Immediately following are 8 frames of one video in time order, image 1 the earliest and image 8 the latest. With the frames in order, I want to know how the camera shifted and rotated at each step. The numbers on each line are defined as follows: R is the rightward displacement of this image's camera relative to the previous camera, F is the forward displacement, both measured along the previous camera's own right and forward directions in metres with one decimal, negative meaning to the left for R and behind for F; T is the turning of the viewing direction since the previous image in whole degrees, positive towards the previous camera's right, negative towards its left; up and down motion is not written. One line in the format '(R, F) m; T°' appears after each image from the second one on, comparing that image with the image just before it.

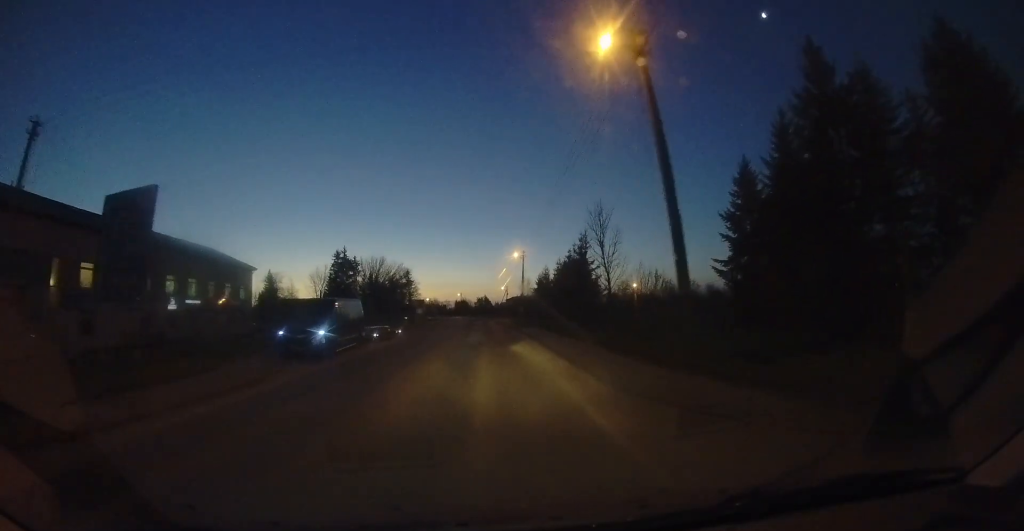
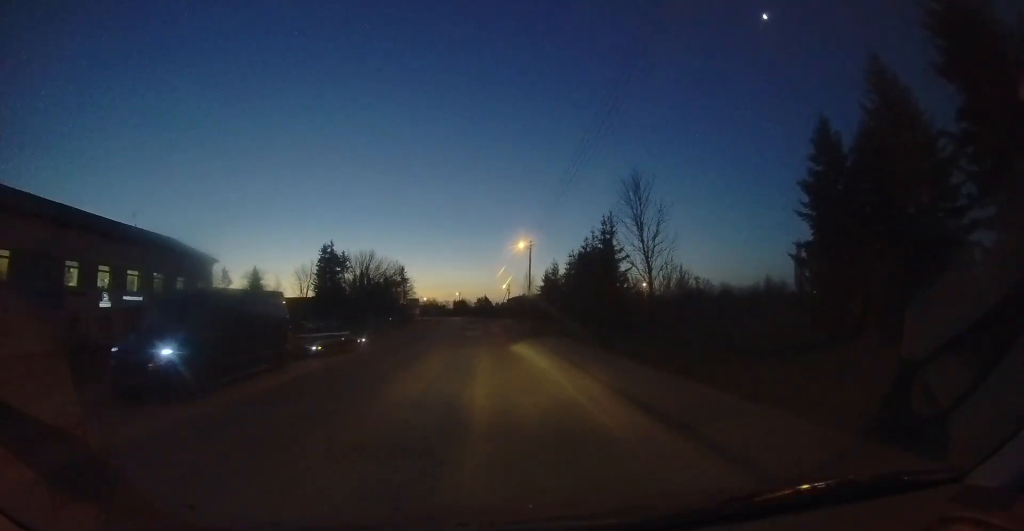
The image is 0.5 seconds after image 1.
(+0.5, +6.9) m; +1°
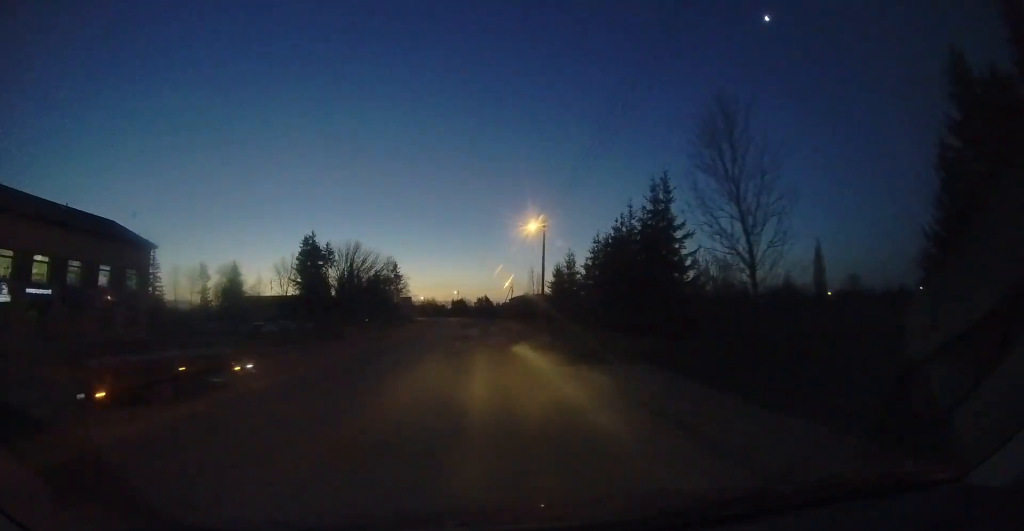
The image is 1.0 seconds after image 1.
(+0.2, +8.7) m; +1°
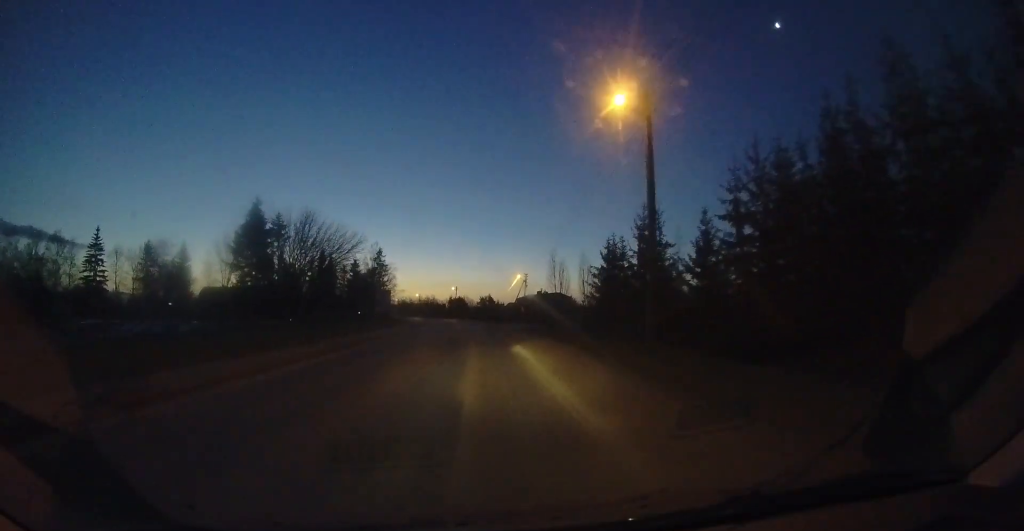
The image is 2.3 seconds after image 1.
(-0.3, +19.0) m; -2°
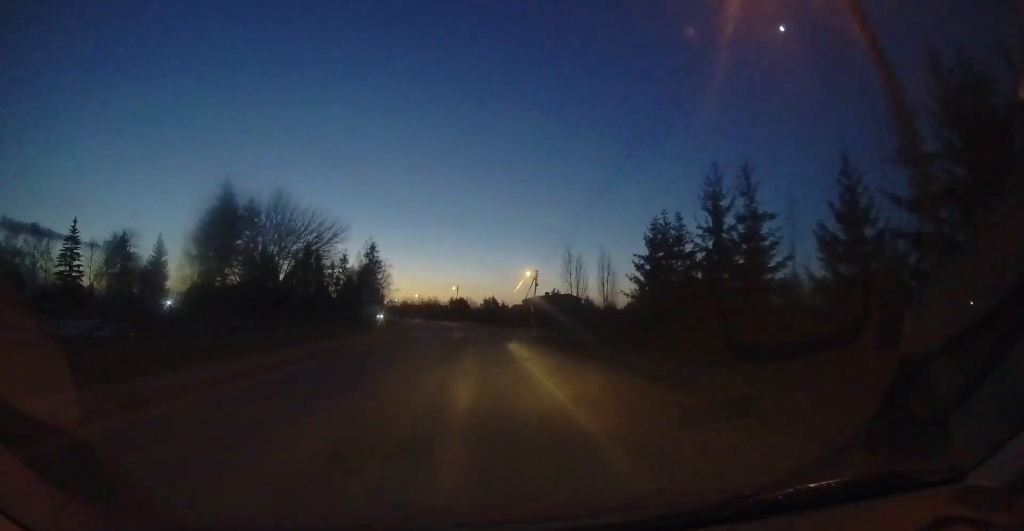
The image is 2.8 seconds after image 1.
(+0.3, +7.9) m; -1°
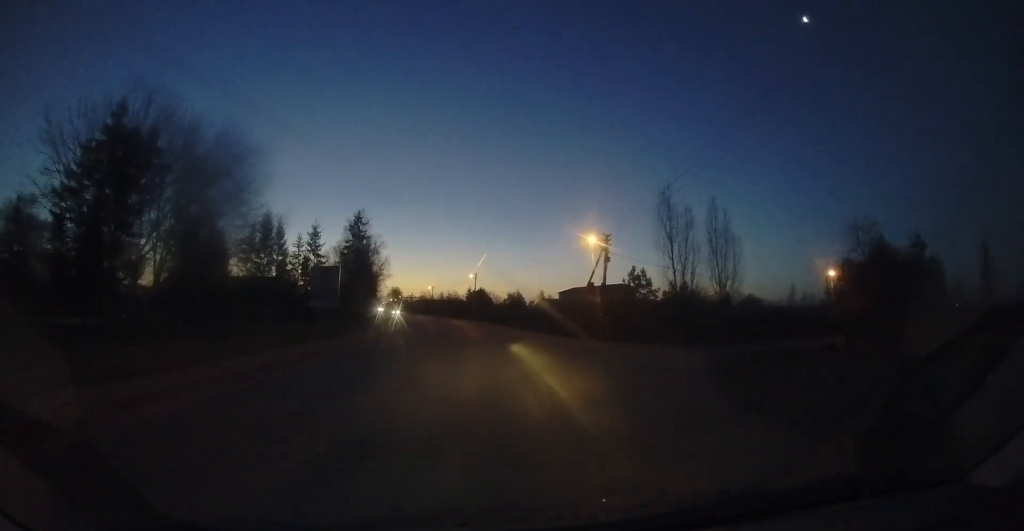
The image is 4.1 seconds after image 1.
(-1.2, +20.2) m; -5°
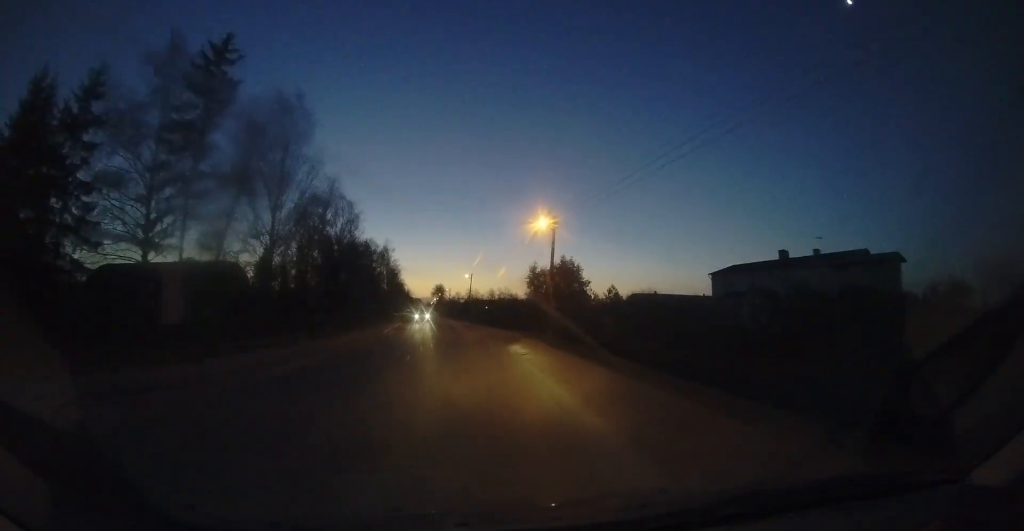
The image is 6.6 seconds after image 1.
(-2.9, +38.3) m; -10°
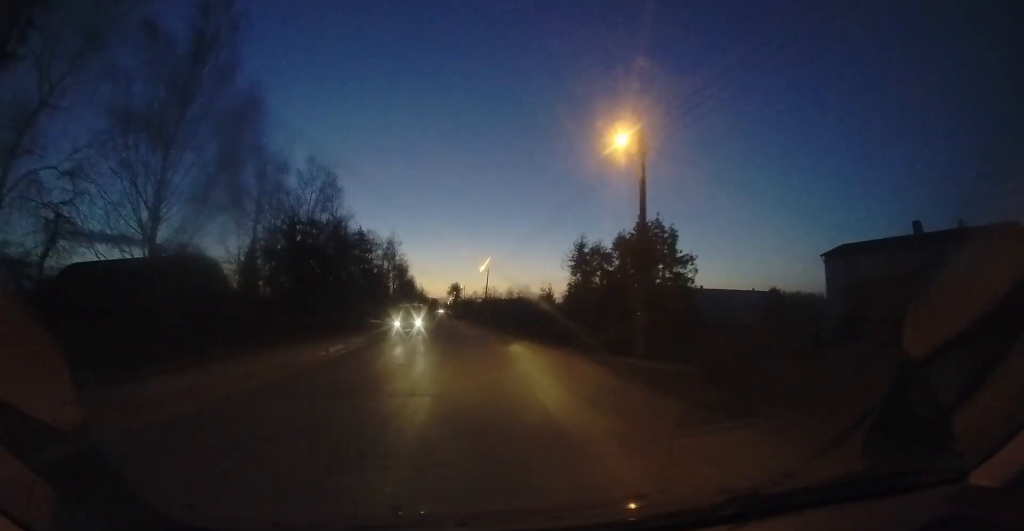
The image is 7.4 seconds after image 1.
(-0.5, +12.6) m; -3°
